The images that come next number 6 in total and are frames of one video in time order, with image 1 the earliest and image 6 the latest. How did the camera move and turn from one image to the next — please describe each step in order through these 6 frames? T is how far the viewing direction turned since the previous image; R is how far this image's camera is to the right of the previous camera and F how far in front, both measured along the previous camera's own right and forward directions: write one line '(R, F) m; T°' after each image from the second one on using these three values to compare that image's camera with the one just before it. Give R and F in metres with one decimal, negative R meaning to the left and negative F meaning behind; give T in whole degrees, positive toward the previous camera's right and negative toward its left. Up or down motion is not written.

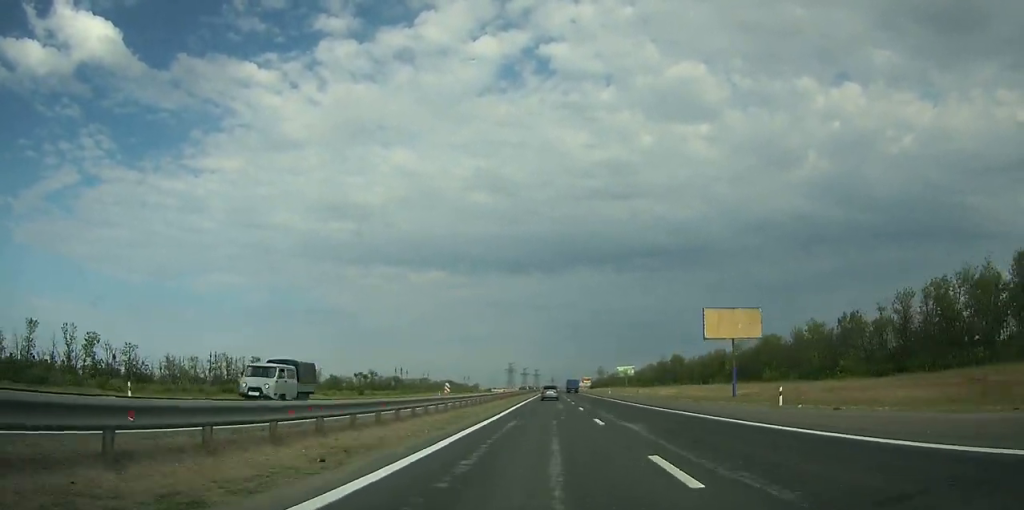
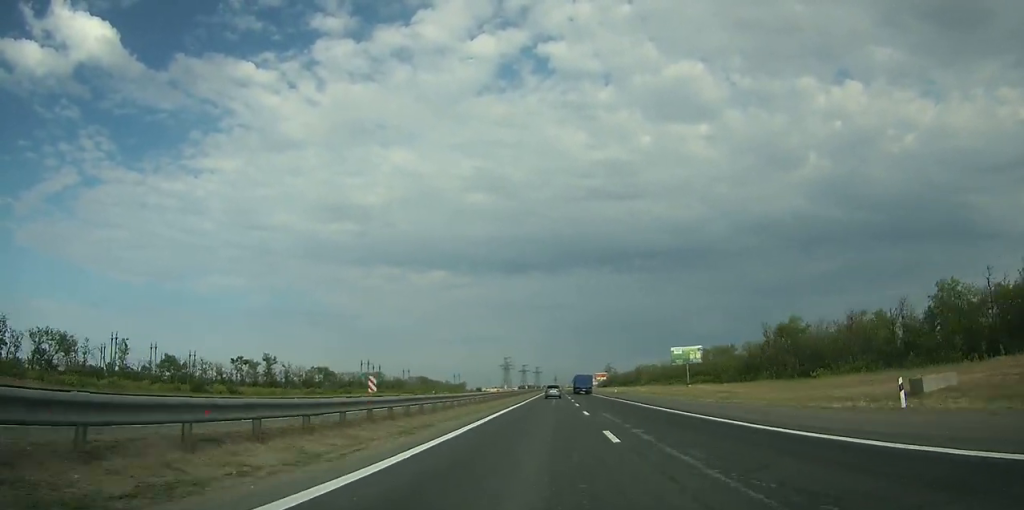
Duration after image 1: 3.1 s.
(-0.1, +87.0) m; 0°
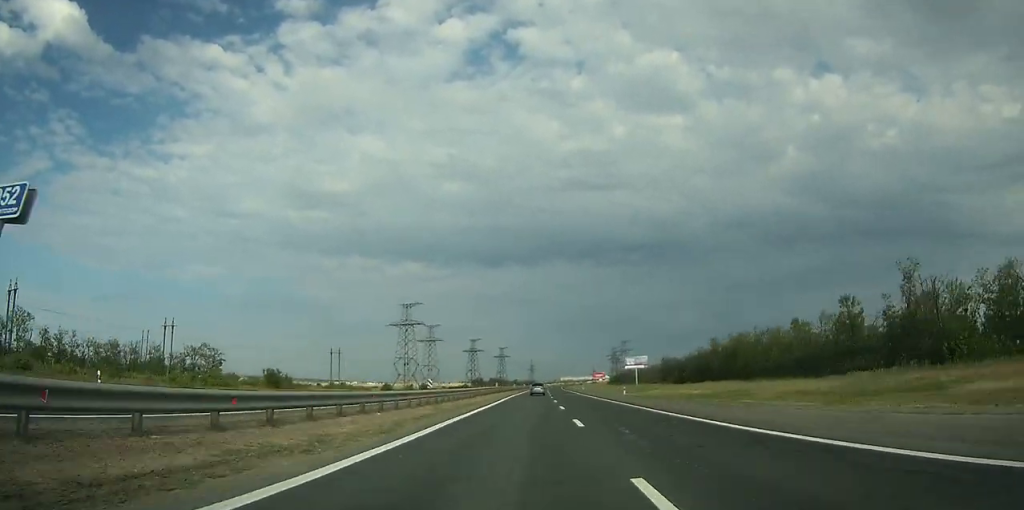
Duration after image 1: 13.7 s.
(+3.0, +307.3) m; +2°
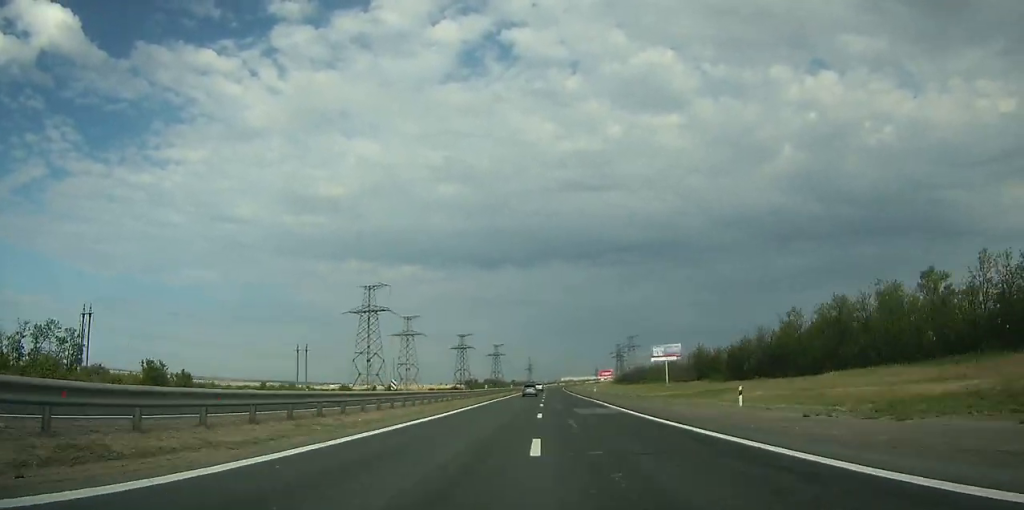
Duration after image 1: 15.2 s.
(+0.3, +41.1) m; 0°
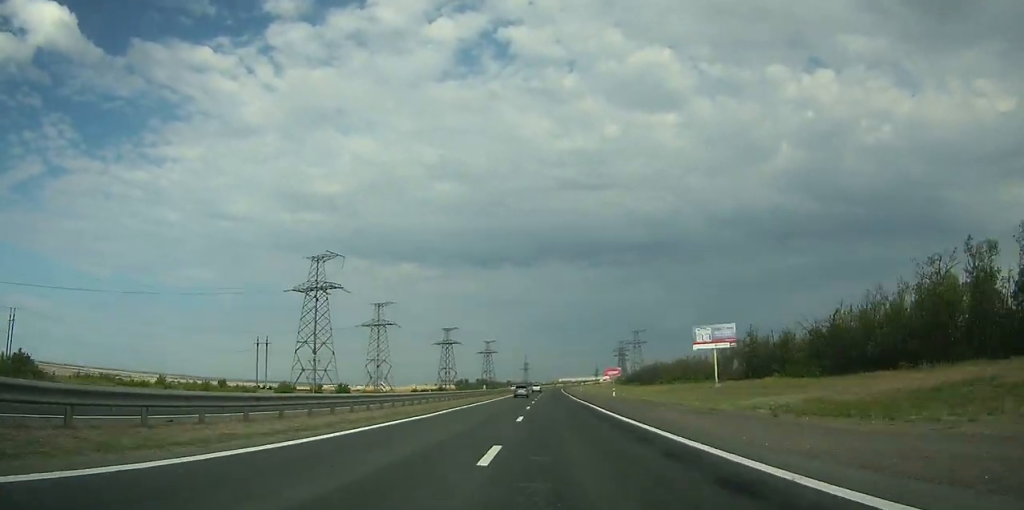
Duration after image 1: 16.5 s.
(+0.2, +35.5) m; 0°
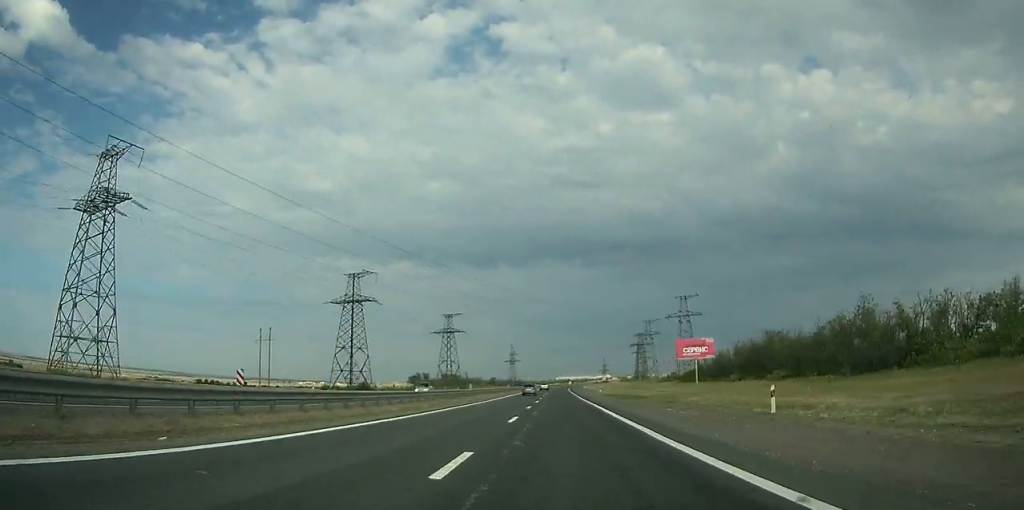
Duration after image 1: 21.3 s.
(0.0, +132.6) m; +1°
